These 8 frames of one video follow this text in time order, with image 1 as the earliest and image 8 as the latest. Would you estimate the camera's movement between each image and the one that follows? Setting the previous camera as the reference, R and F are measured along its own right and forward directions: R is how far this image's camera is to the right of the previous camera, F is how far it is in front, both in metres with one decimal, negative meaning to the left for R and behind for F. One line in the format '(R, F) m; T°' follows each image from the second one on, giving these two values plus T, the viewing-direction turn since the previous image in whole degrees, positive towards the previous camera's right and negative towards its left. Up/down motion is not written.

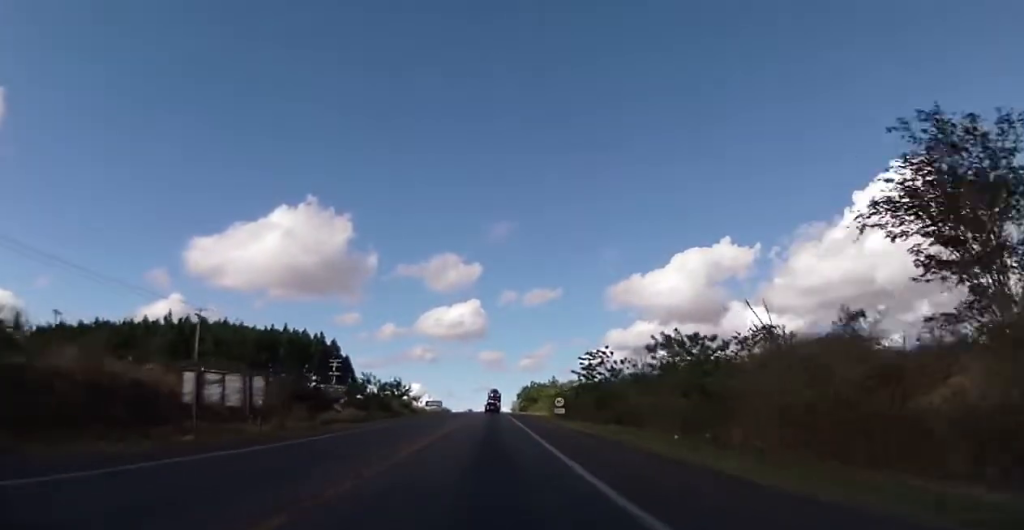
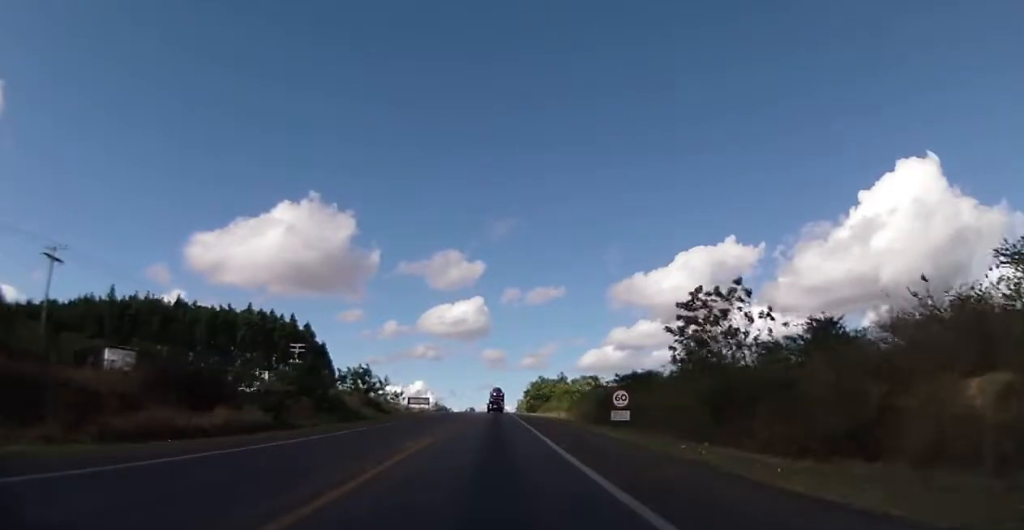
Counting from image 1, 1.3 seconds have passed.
(-0.2, +30.0) m; -1°
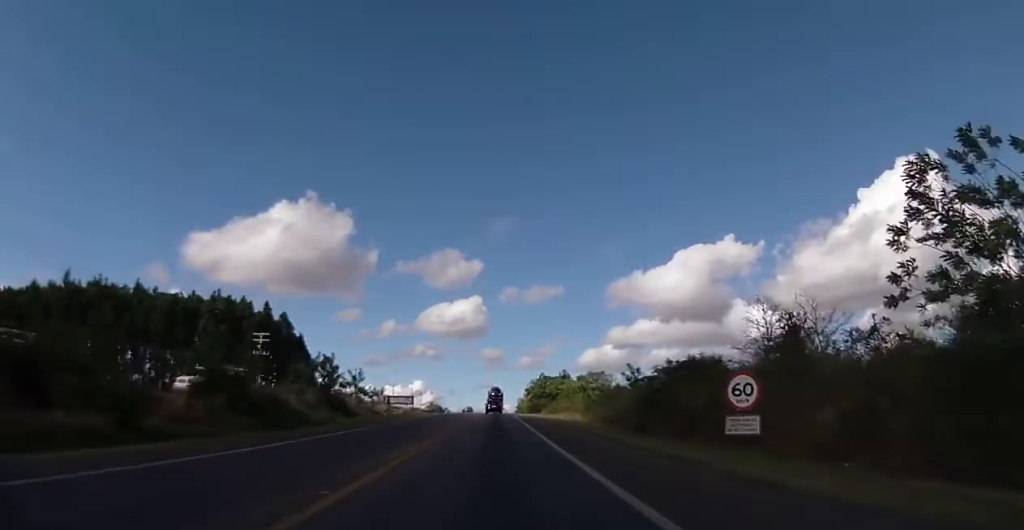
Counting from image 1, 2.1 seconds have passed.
(-0.1, +17.8) m; 0°
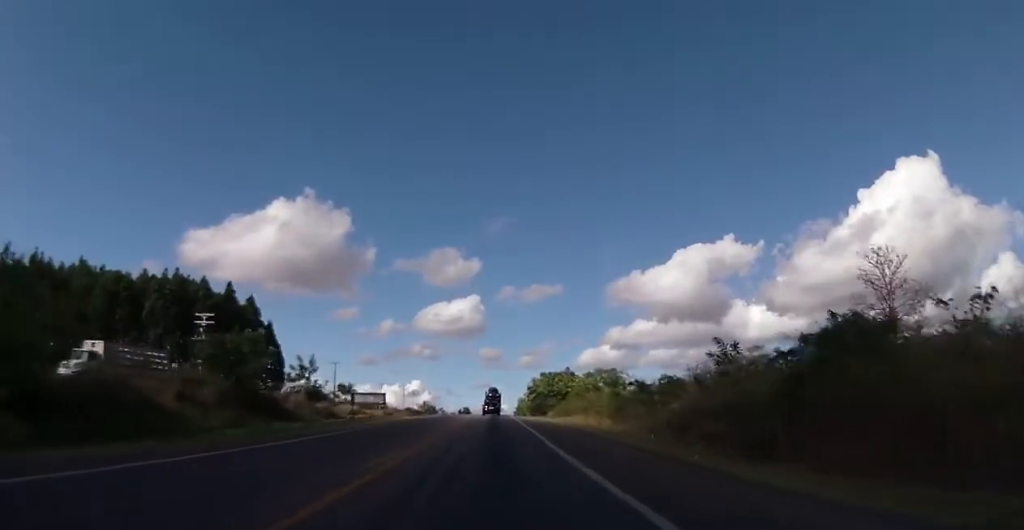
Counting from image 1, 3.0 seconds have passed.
(+0.2, +19.7) m; +1°
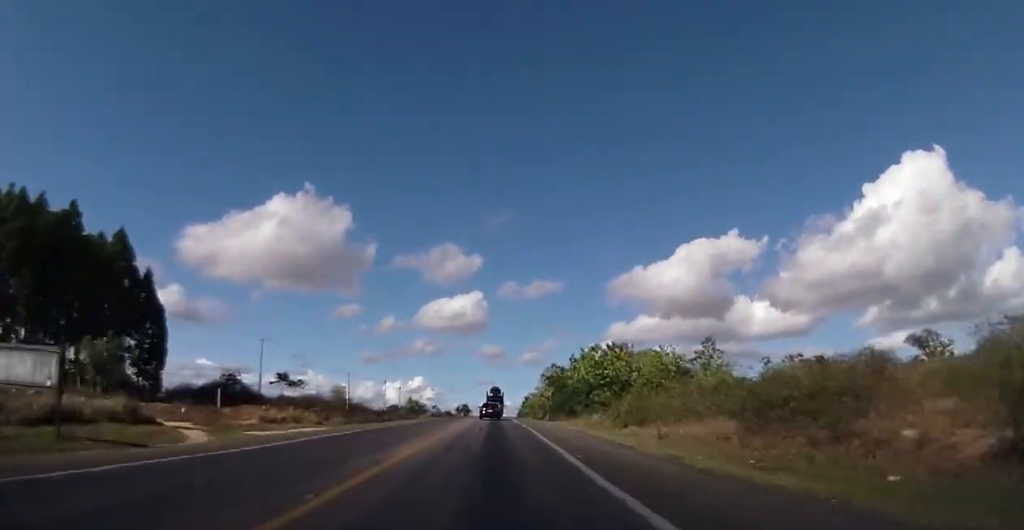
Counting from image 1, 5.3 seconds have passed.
(0.0, +47.5) m; -1°
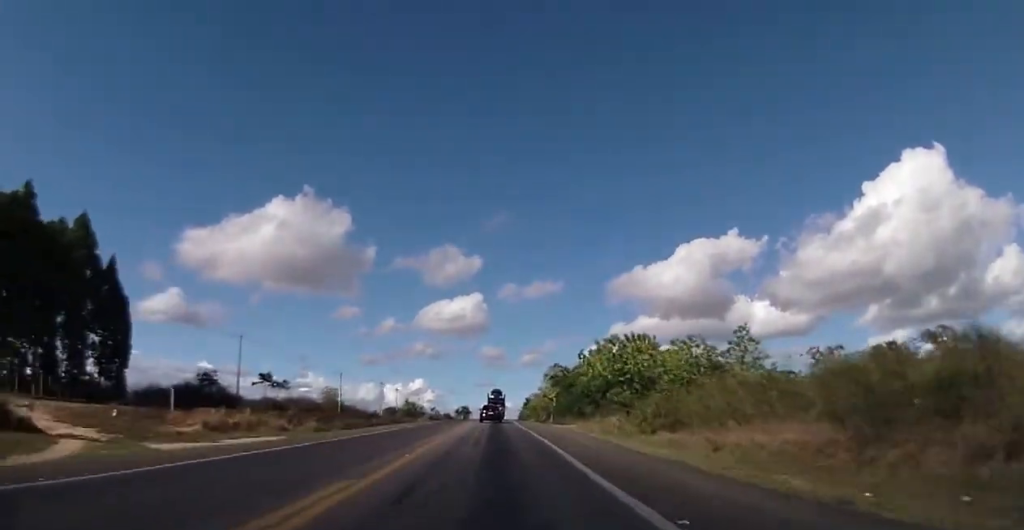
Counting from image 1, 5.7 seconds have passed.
(-0.1, +8.6) m; 0°
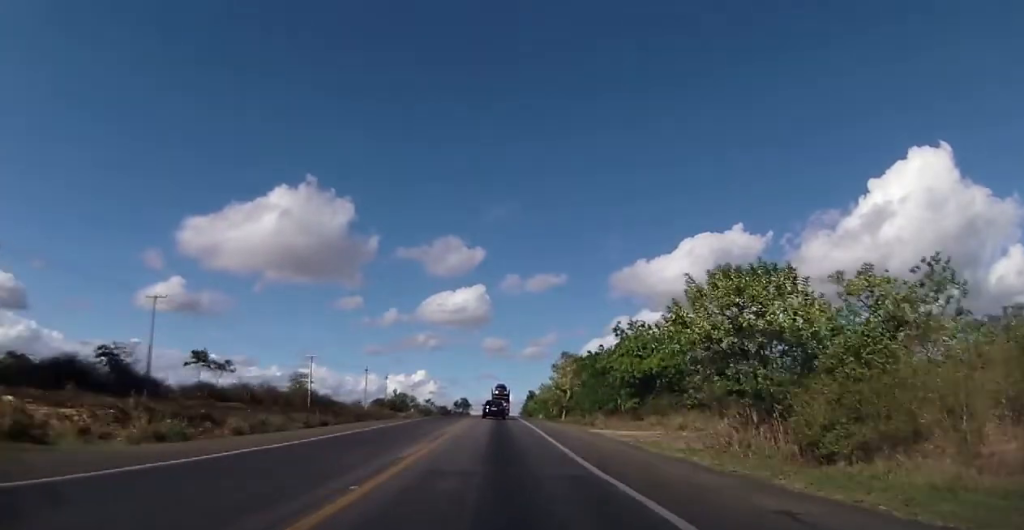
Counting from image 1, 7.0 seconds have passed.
(-0.2, +24.6) m; 0°
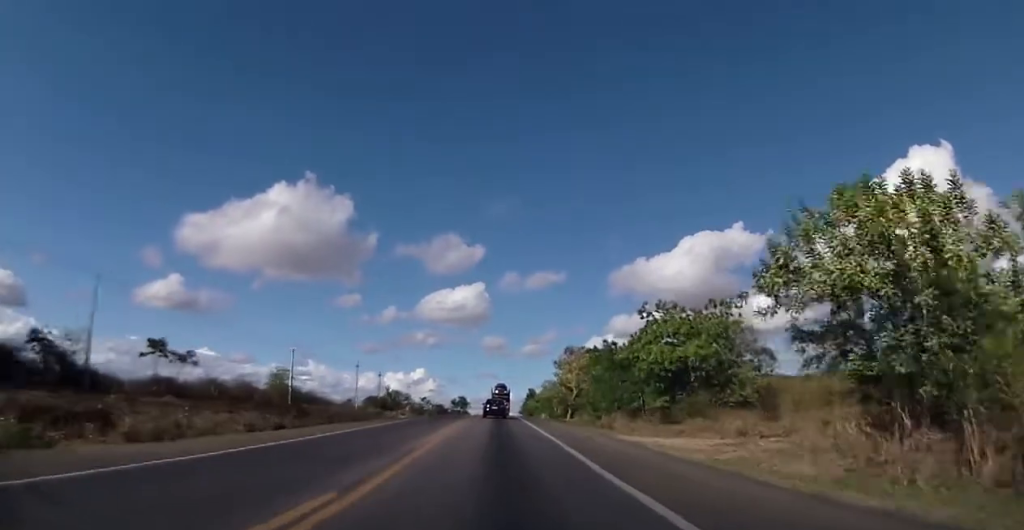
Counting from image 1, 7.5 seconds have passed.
(0.0, +10.7) m; 0°
